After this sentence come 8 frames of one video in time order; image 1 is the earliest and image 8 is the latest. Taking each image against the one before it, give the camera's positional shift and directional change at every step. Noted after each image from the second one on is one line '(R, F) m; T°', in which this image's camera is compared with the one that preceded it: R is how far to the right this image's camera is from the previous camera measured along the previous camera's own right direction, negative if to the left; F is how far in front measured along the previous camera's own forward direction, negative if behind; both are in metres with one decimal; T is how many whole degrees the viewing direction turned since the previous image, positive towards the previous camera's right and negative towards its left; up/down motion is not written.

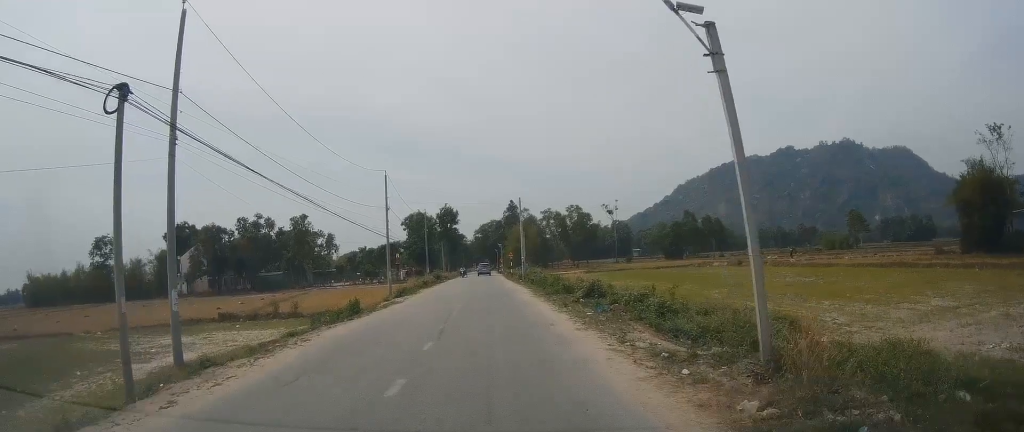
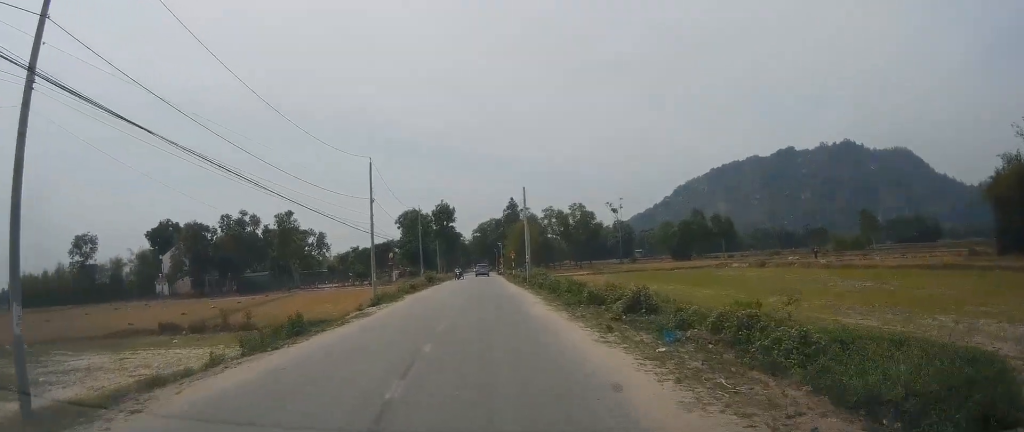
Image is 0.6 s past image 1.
(+0.1, +7.7) m; 0°
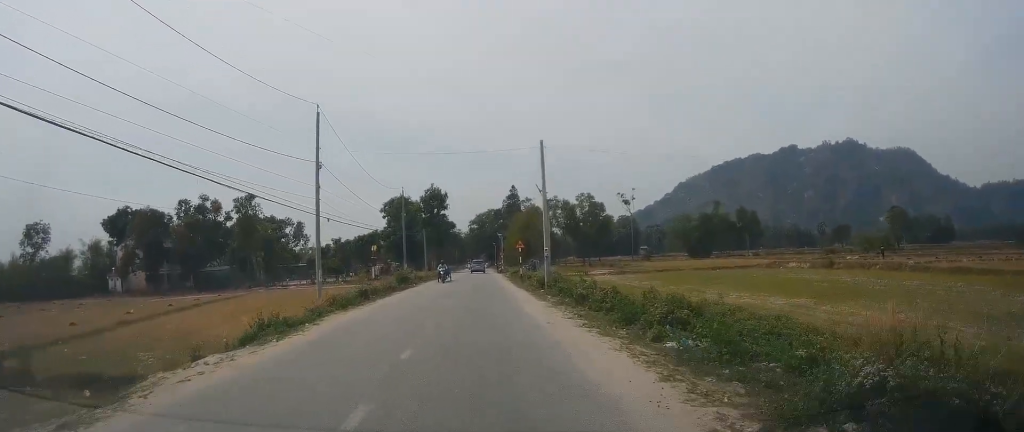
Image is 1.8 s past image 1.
(-0.1, +17.0) m; 0°
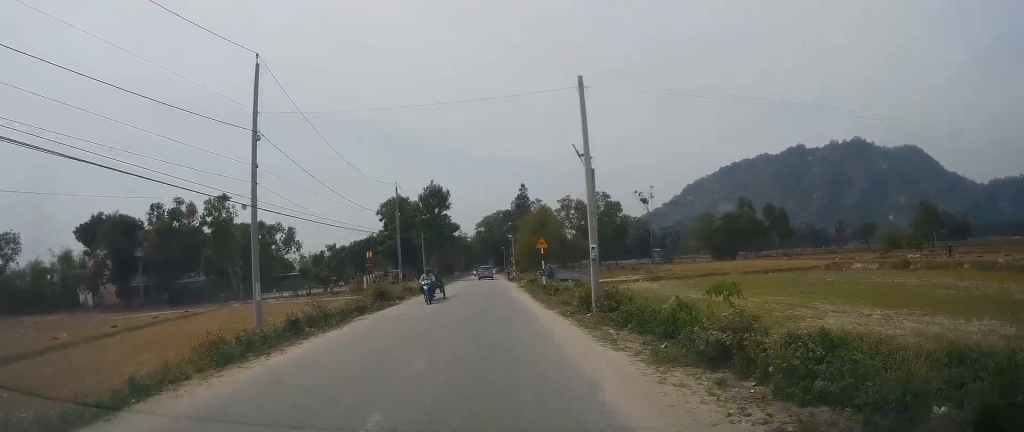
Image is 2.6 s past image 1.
(+0.1, +11.7) m; 0°
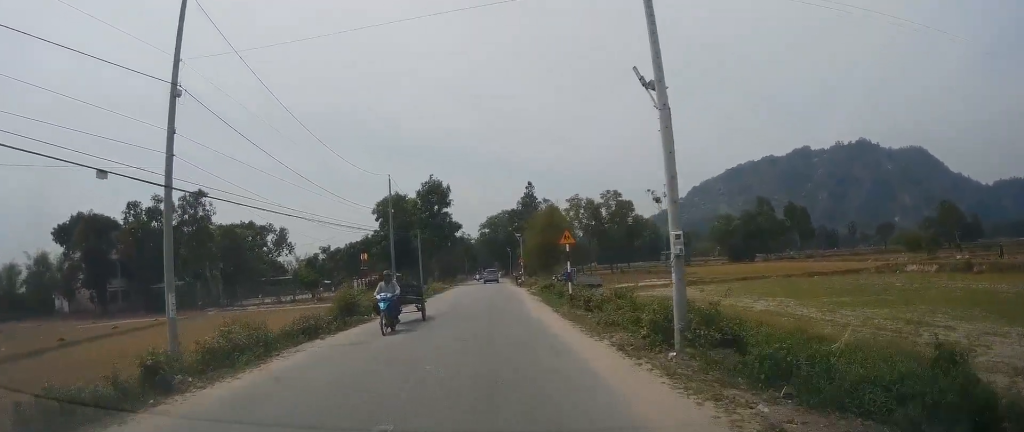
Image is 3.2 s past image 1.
(0.0, +7.9) m; 0°
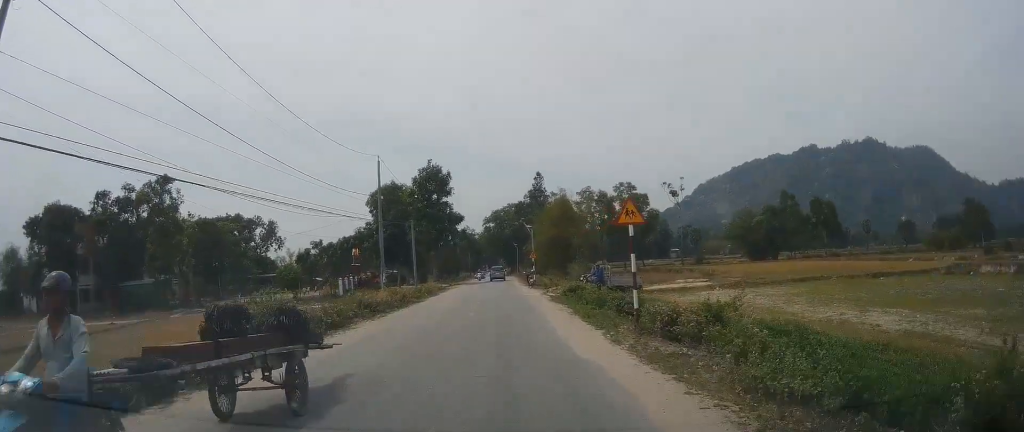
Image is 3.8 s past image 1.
(-0.2, +8.9) m; 0°
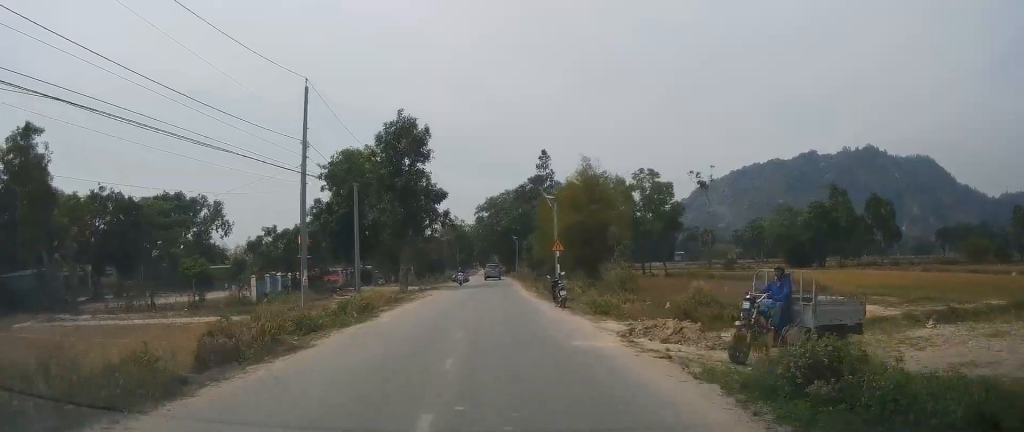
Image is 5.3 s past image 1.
(+0.3, +20.7) m; 0°
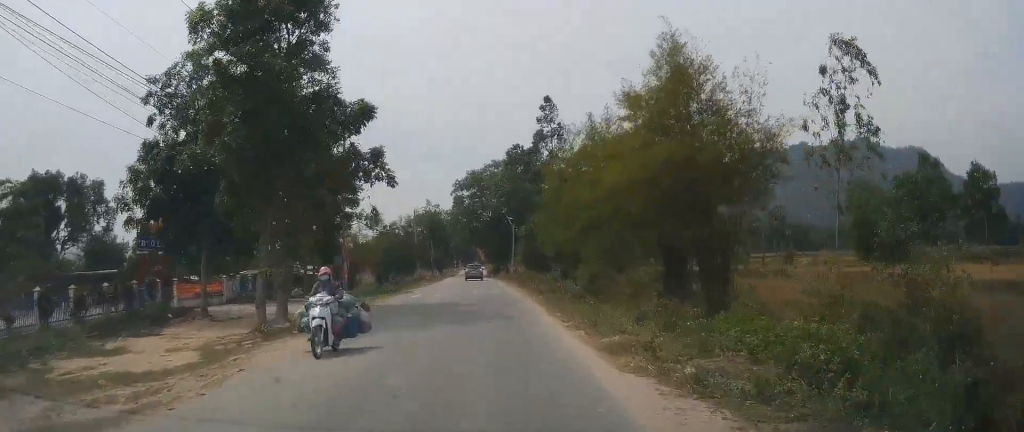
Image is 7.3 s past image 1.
(-0.8, +28.3) m; -1°
